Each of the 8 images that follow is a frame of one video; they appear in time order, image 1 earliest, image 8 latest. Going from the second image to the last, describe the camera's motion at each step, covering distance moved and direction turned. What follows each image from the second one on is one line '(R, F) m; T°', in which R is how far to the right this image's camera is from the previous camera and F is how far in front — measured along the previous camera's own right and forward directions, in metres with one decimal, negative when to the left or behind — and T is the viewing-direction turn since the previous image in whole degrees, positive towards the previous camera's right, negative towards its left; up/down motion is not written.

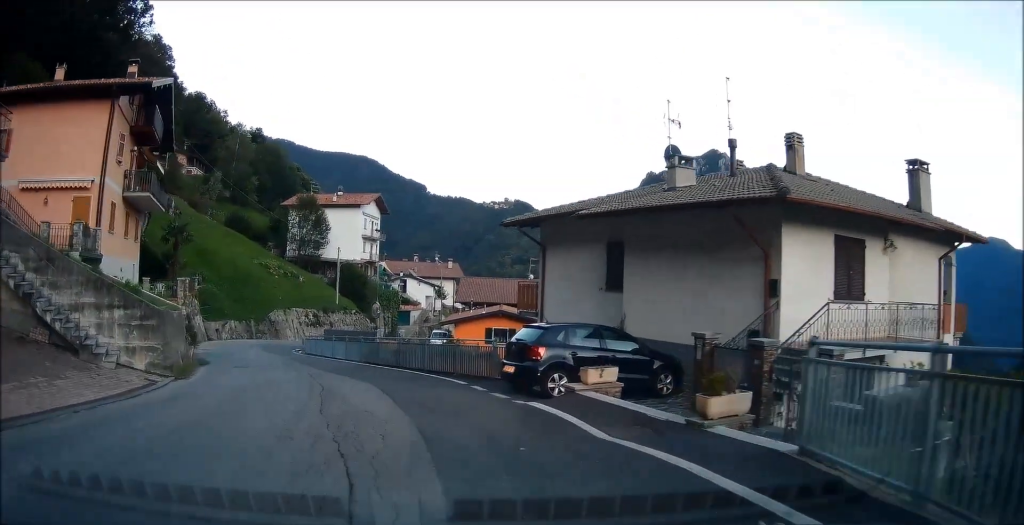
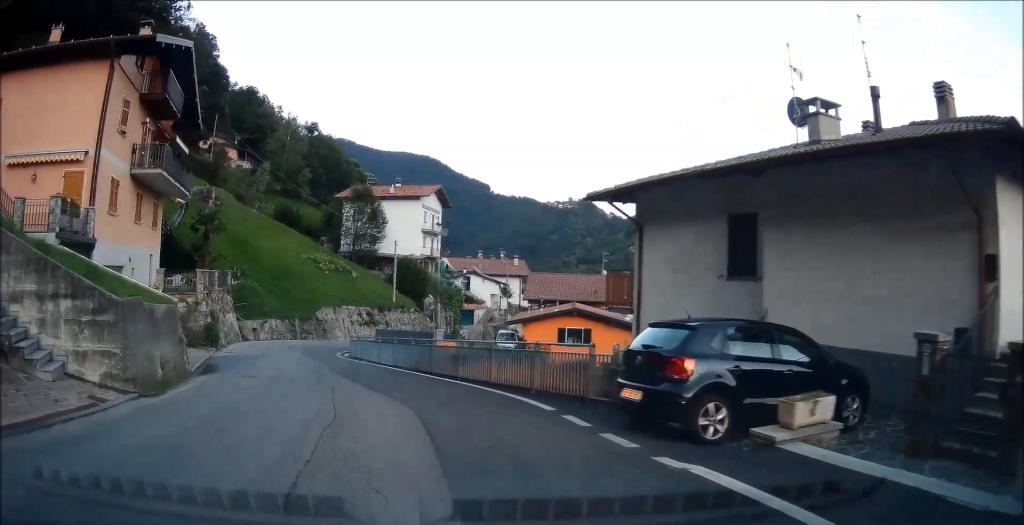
(-0.1, +5.5) m; -8°
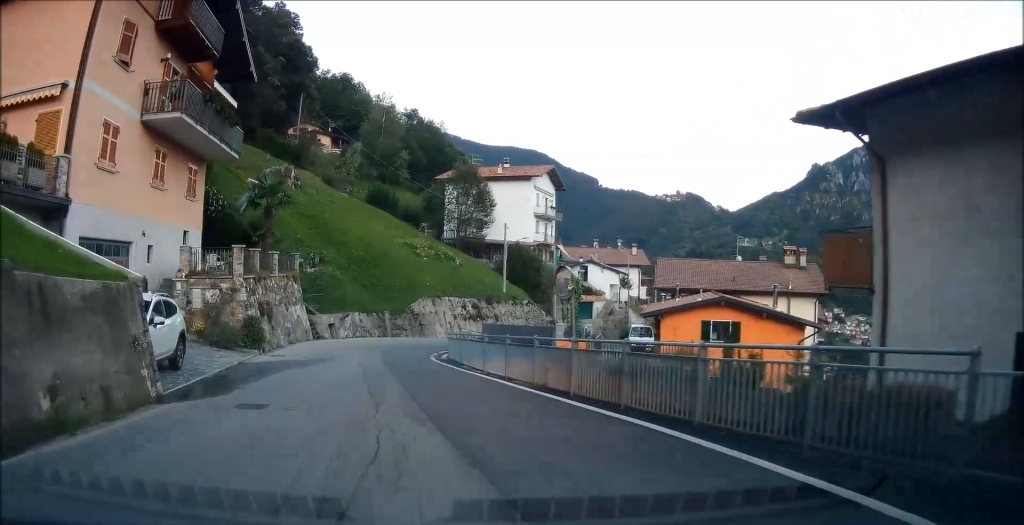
(-1.2, +7.7) m; -15°
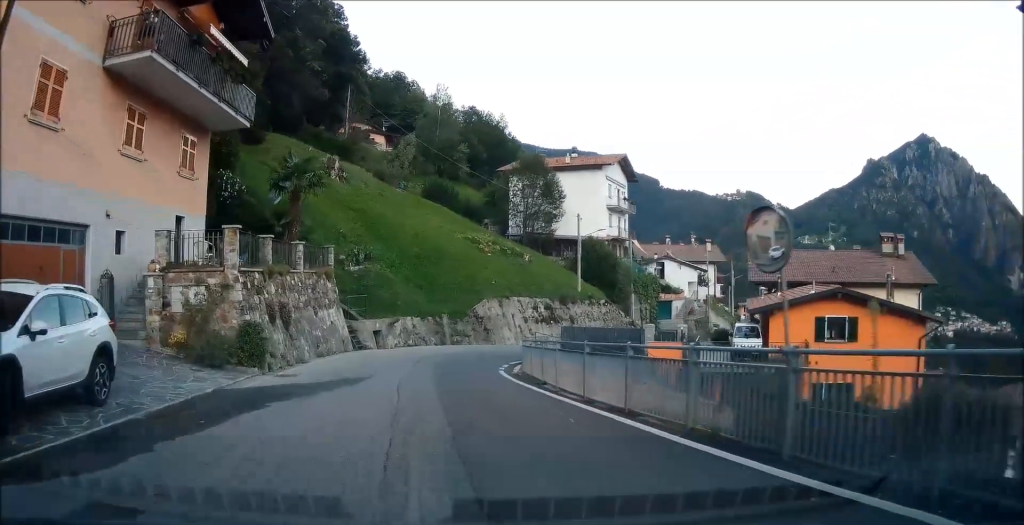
(-0.7, +6.4) m; -5°
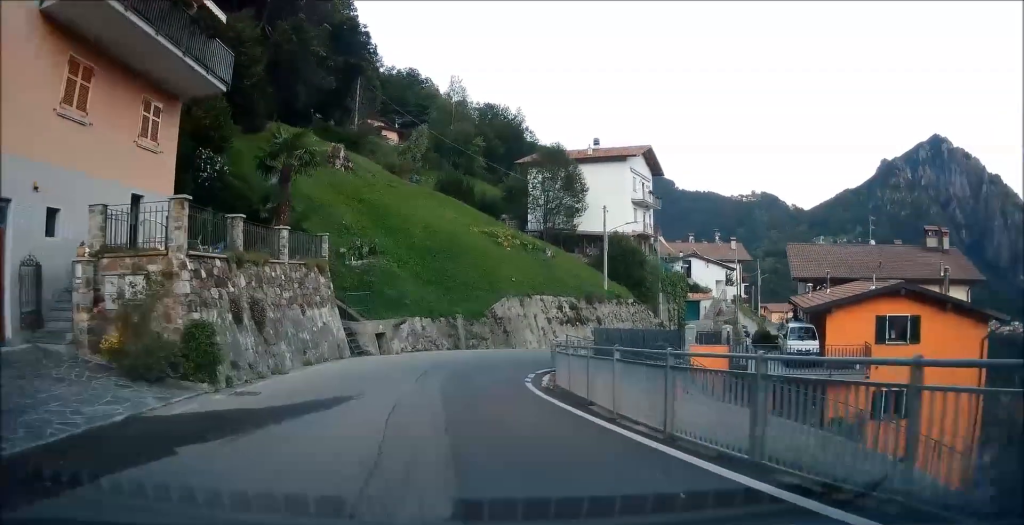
(+0.1, +4.2) m; +1°
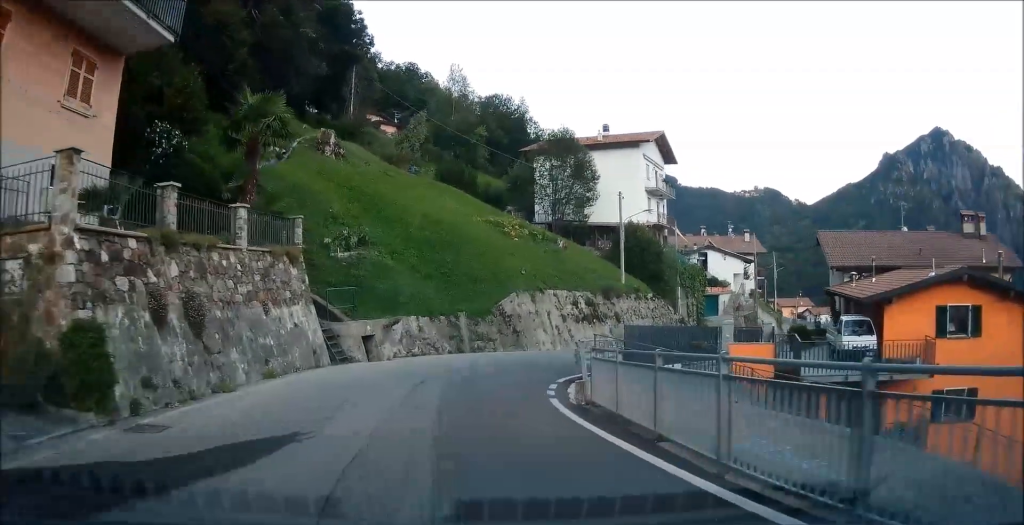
(0.0, +4.3) m; +2°
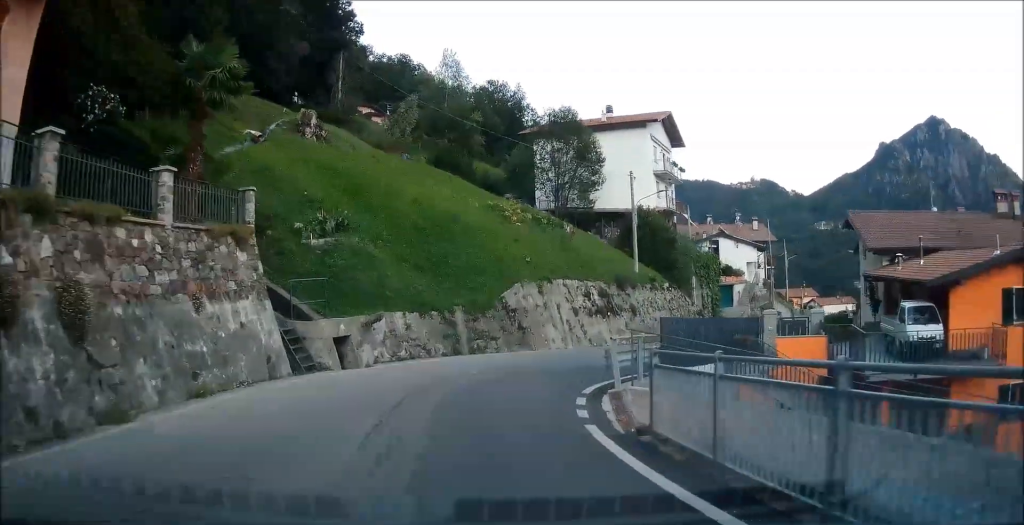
(0.0, +4.3) m; +2°
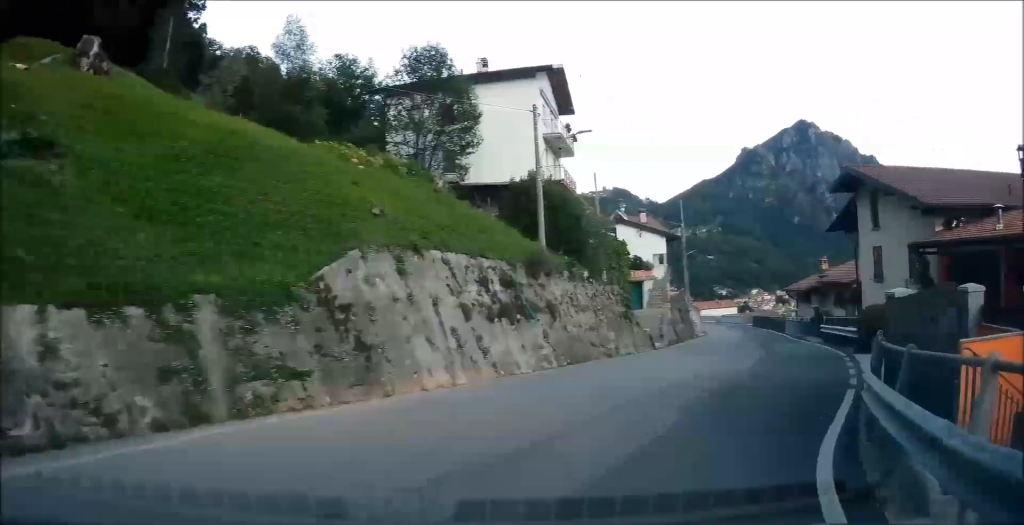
(+1.2, +14.3) m; +15°
